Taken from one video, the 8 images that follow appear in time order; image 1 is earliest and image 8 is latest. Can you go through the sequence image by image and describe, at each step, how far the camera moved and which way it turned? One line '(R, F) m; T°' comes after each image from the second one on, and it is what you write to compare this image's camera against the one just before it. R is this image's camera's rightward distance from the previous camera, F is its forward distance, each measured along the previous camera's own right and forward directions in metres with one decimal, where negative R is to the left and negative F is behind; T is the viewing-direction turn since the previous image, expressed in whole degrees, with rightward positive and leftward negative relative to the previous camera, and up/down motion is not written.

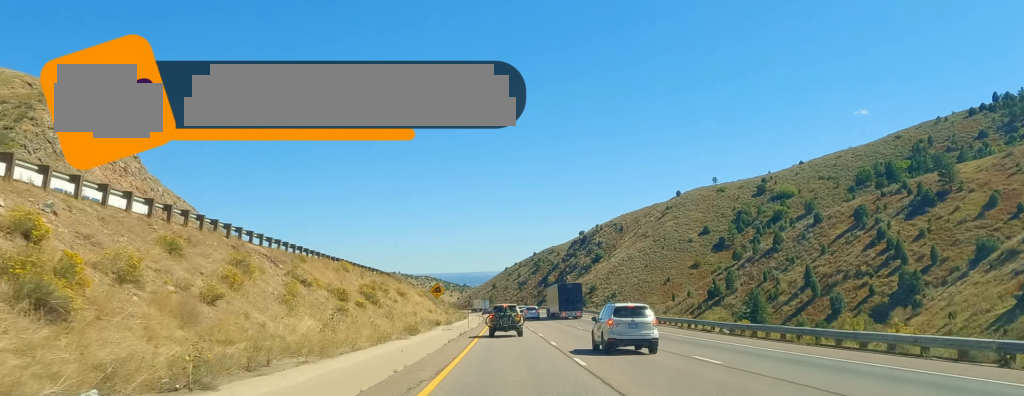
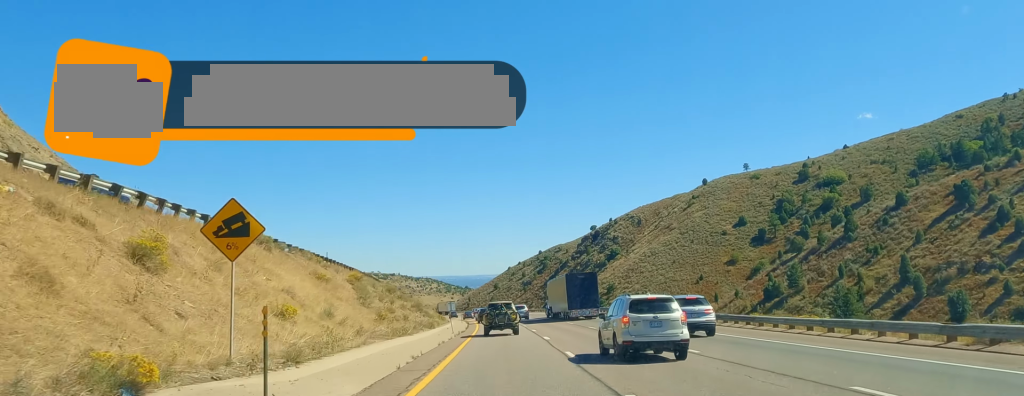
(+1.1, +58.9) m; -1°
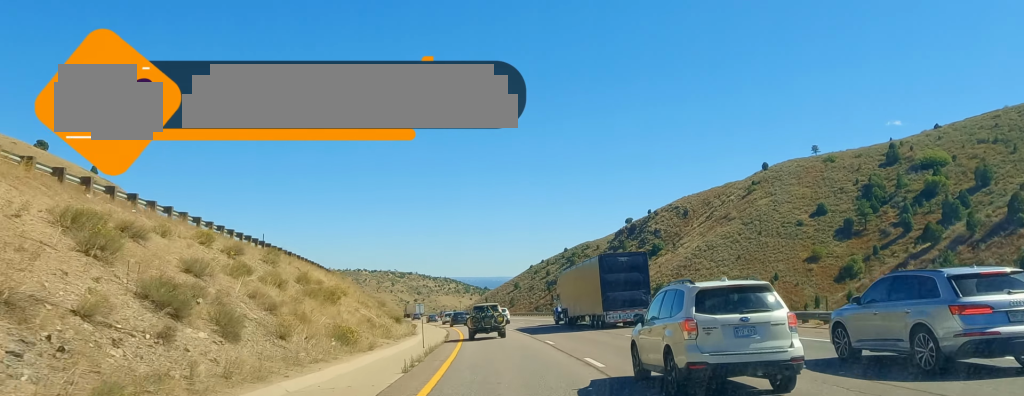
(-1.6, +64.6) m; -4°
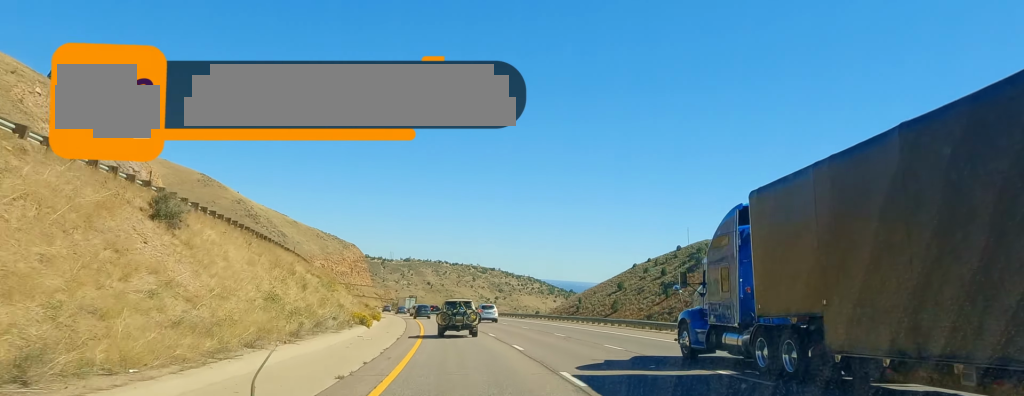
(-7.4, +112.4) m; -7°
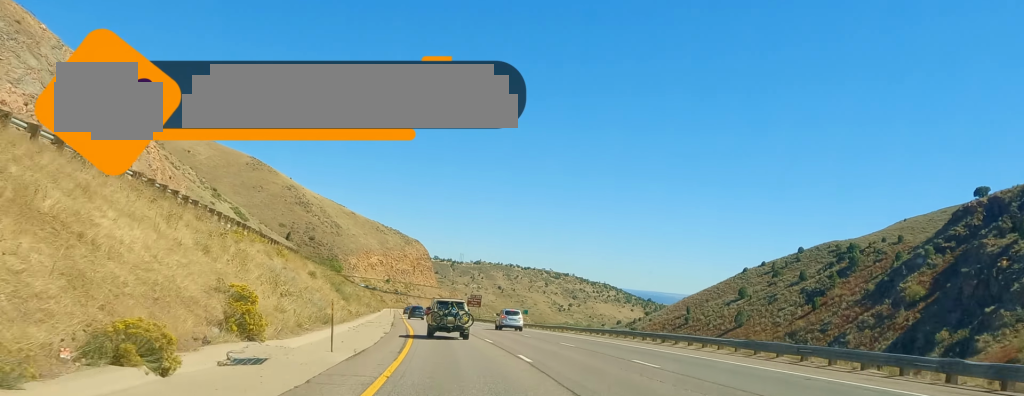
(-3.4, +77.9) m; -6°
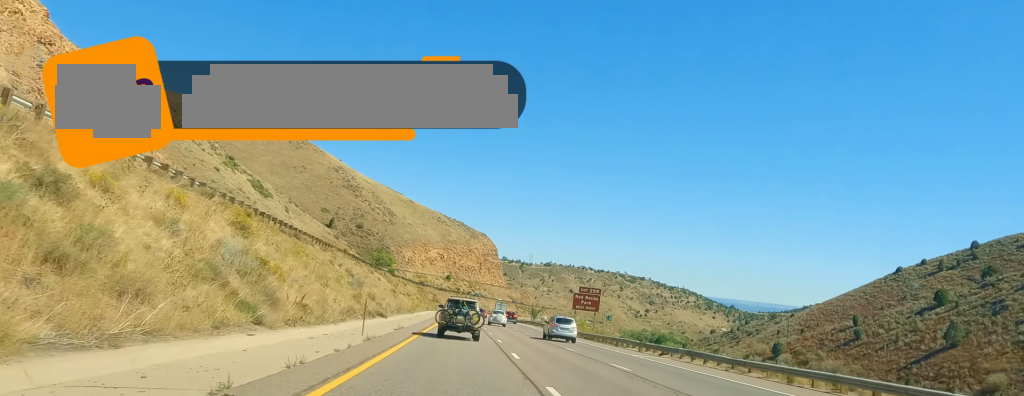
(-4.2, +80.9) m; -5°
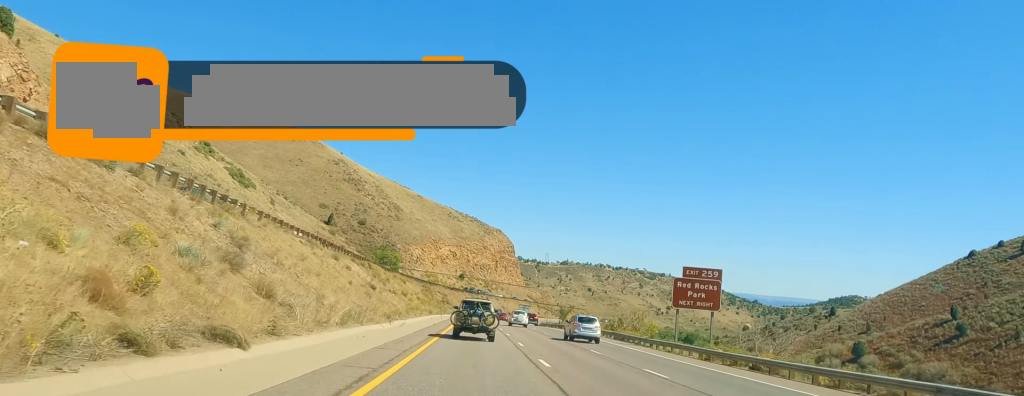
(-0.9, +38.7) m; 0°
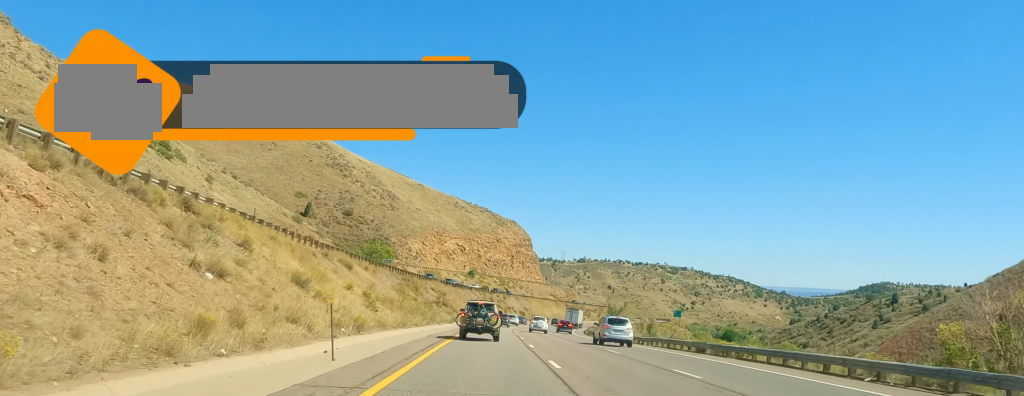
(+0.5, +64.1) m; +2°
